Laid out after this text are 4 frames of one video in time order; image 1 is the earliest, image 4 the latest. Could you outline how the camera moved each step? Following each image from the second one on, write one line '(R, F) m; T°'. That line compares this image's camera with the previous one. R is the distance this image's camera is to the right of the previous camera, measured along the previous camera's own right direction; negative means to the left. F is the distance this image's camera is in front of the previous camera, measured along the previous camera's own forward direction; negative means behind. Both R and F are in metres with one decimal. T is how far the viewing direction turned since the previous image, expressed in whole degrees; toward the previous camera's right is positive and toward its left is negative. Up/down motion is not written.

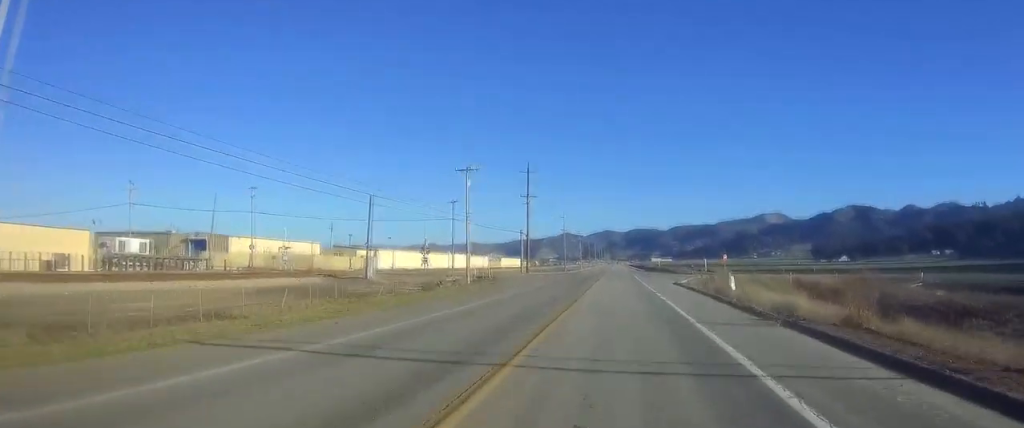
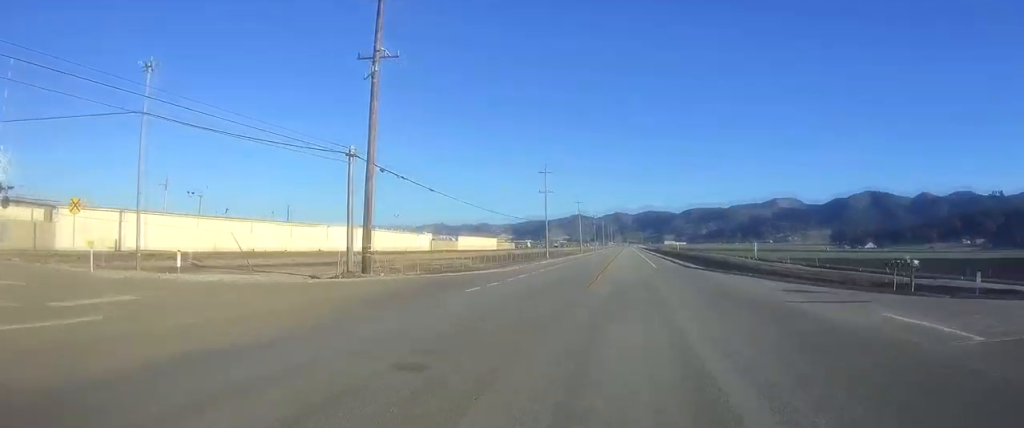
(+2.8, +77.5) m; +3°
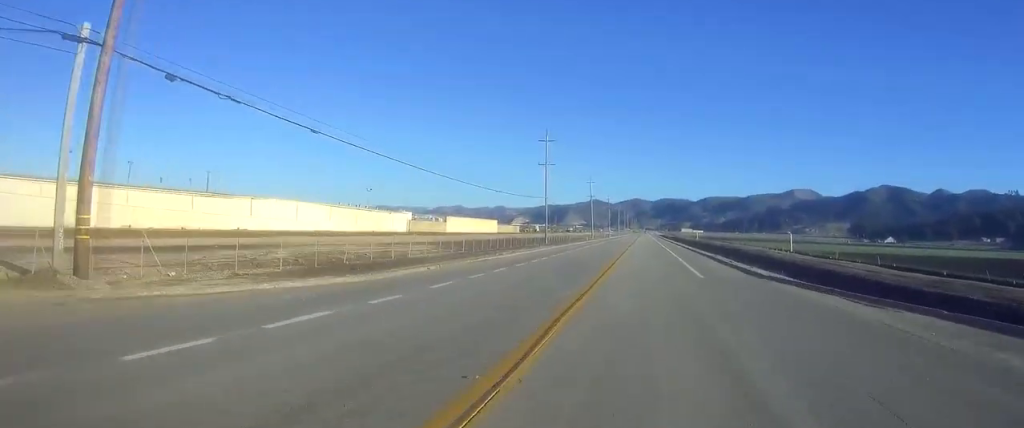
(0.0, +24.8) m; 0°
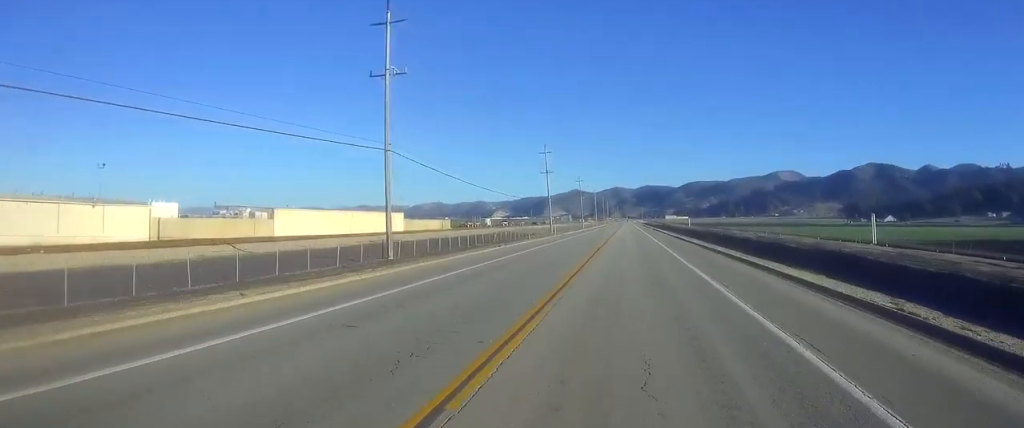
(-0.1, +64.2) m; 0°
